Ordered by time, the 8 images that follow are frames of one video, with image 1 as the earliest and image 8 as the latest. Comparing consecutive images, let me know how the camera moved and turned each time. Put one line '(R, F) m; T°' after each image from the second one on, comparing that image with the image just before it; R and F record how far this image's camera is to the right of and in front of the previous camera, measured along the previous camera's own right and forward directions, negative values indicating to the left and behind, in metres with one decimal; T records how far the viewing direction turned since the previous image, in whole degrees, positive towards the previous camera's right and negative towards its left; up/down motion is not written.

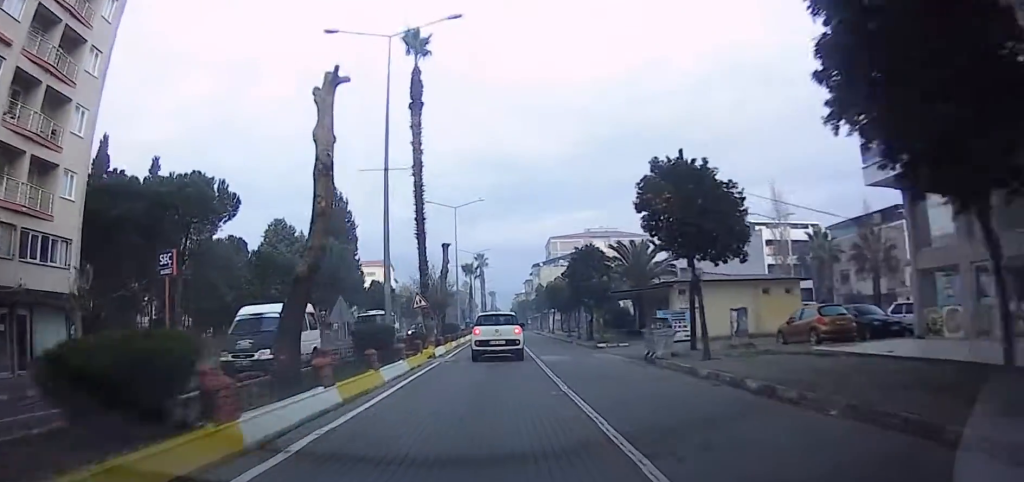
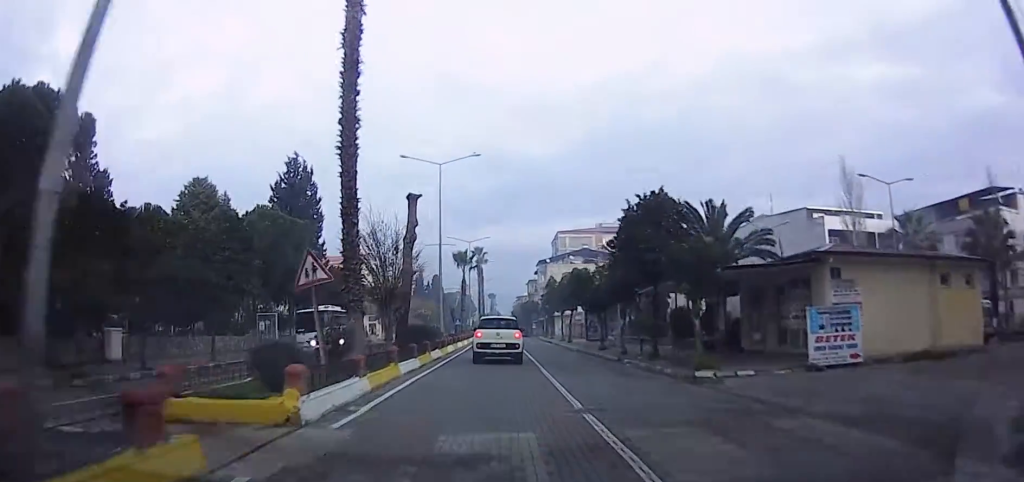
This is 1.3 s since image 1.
(0.0, +14.3) m; -1°
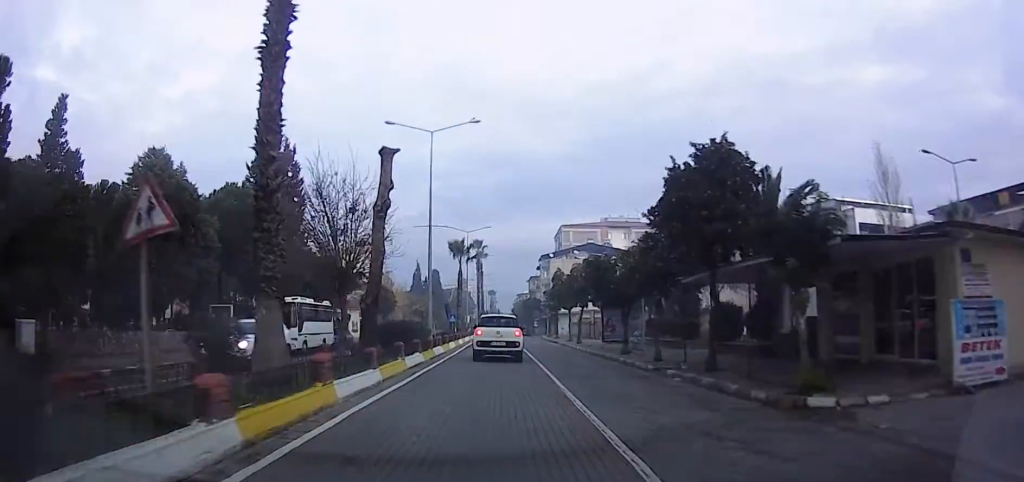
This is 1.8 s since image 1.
(-0.1, +5.5) m; 0°
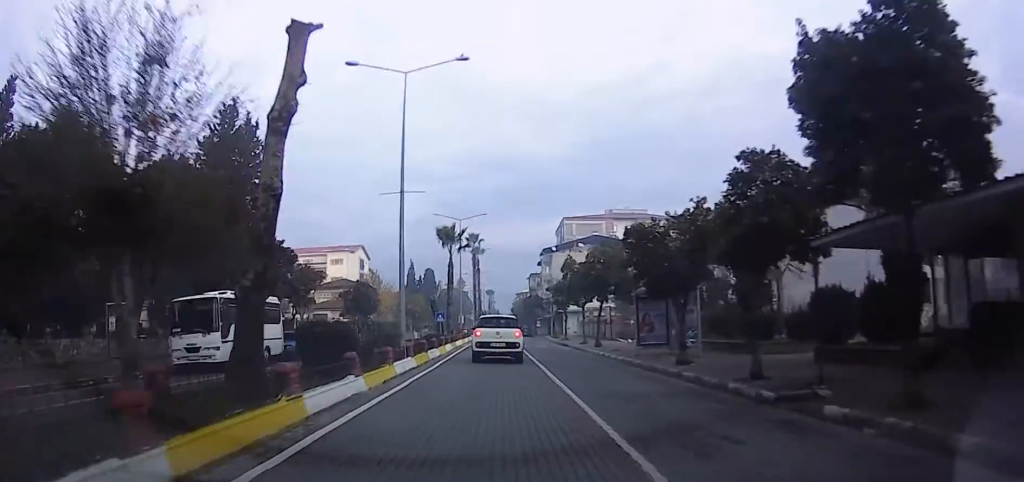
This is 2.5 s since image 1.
(-0.1, +7.8) m; -1°
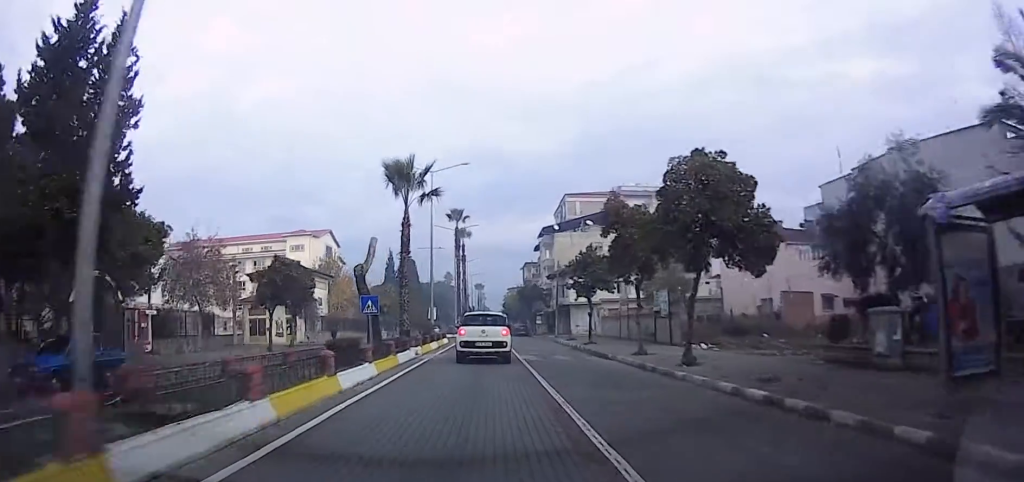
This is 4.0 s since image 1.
(+0.1, +17.0) m; +1°
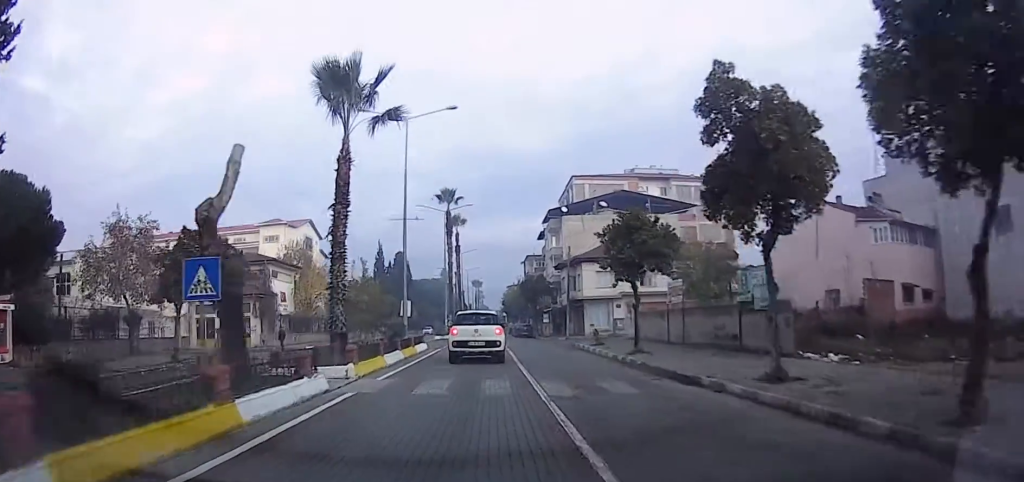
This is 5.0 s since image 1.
(0.0, +11.0) m; 0°
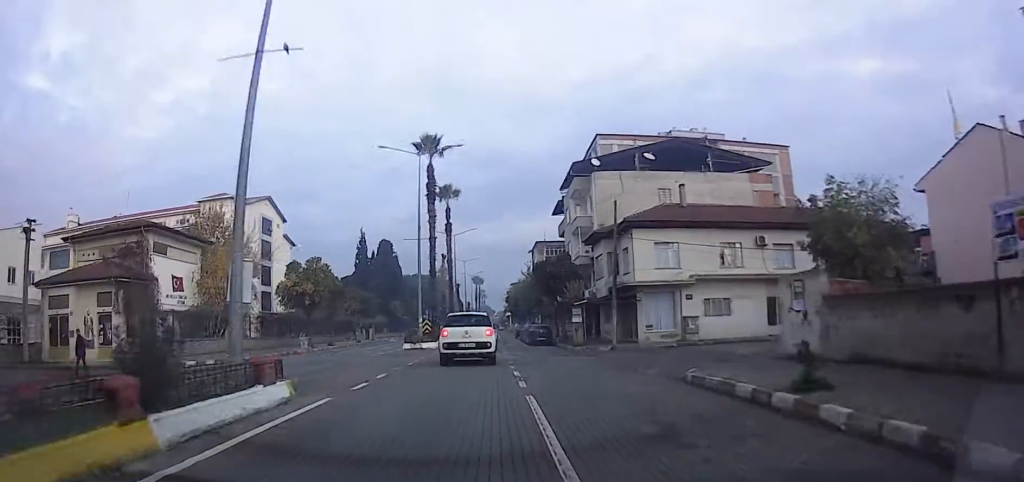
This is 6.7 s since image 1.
(-0.3, +18.8) m; -1°
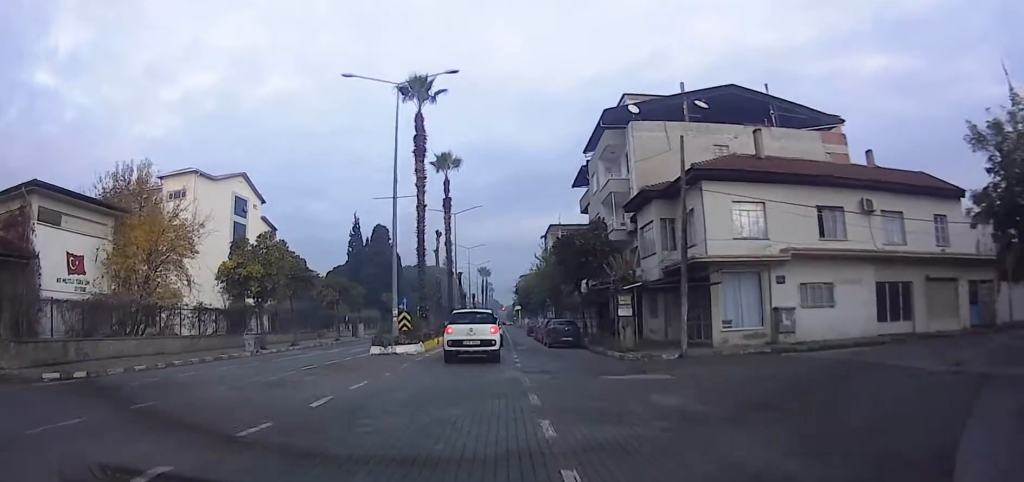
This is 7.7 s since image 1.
(0.0, +10.1) m; 0°
